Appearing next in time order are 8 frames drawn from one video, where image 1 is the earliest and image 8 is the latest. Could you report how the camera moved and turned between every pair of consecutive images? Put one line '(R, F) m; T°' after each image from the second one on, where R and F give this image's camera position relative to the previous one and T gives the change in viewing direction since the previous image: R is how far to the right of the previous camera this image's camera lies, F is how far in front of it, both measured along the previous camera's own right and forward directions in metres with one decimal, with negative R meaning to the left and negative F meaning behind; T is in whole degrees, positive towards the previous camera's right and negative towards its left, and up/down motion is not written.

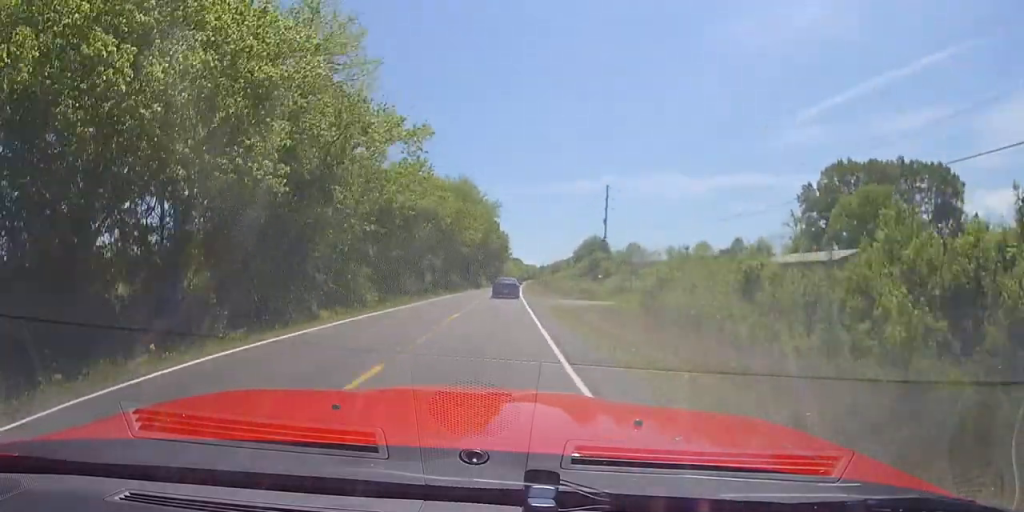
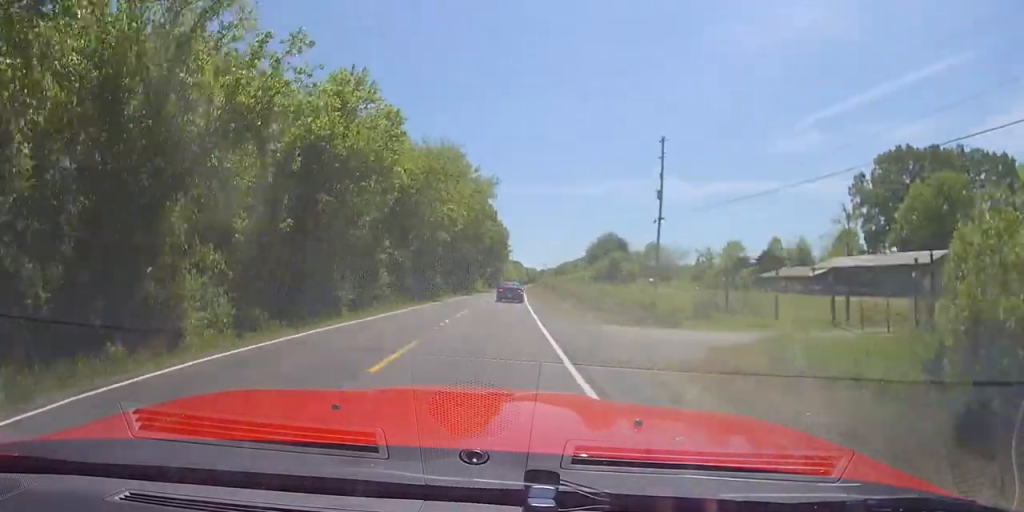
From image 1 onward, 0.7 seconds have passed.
(-0.5, +21.8) m; 0°
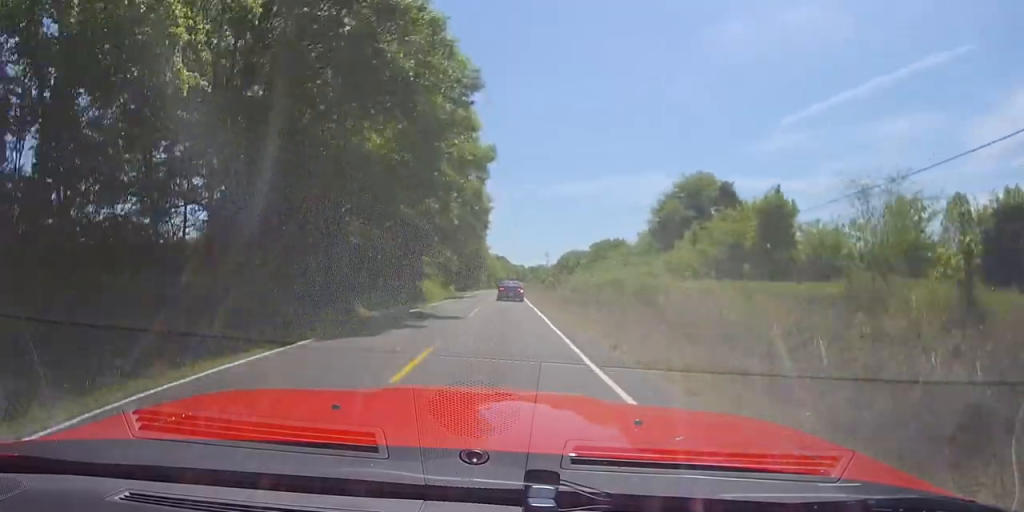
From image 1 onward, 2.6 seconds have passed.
(+1.9, +62.4) m; +2°
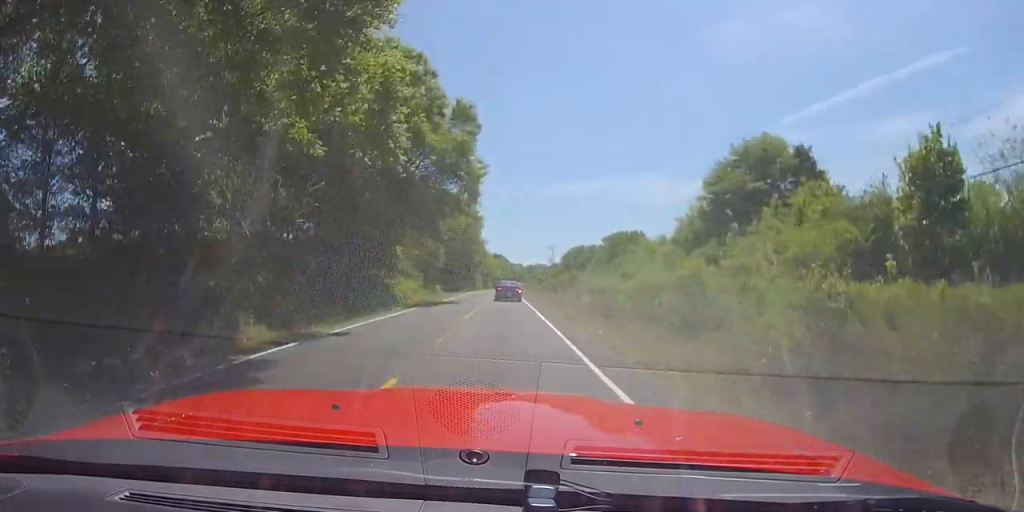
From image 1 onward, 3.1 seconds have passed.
(0.0, +15.4) m; 0°
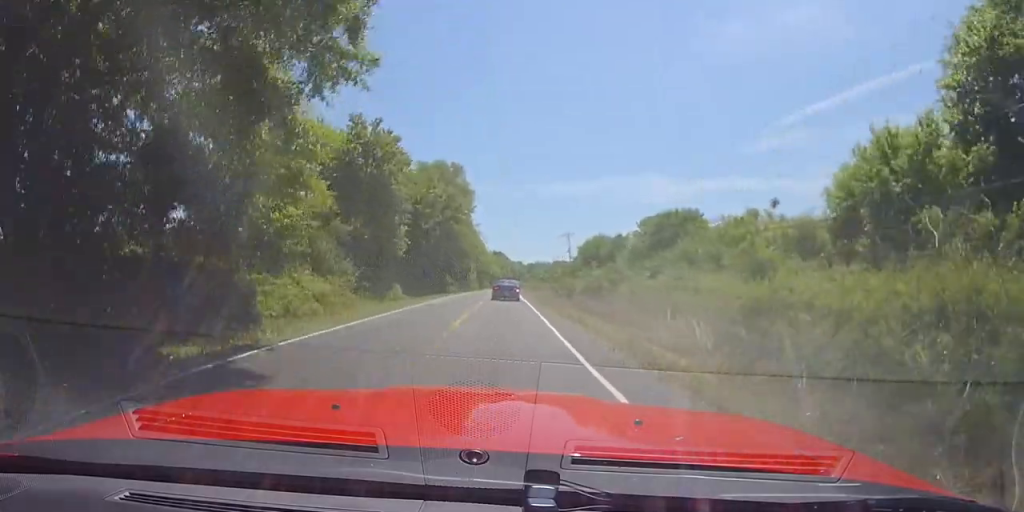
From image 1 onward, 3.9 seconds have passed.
(0.0, +27.0) m; 0°
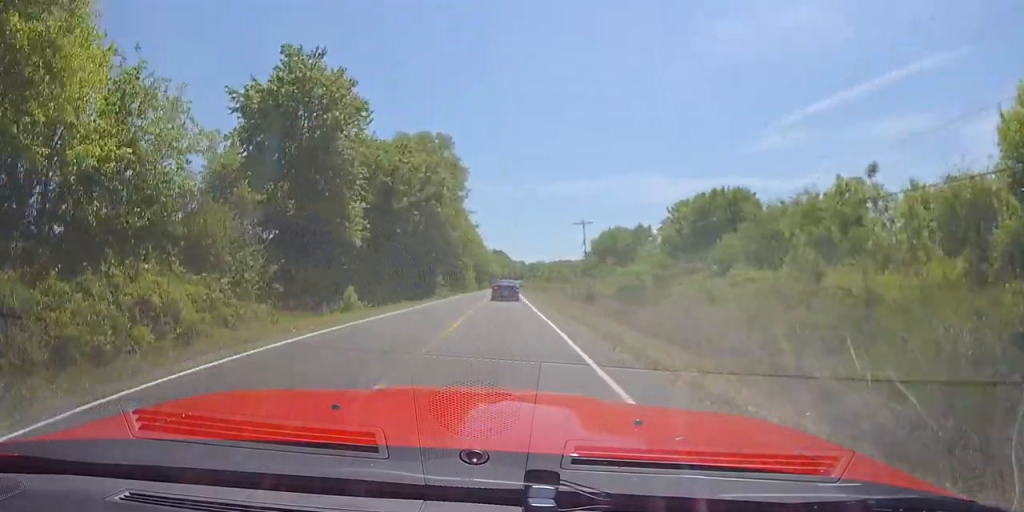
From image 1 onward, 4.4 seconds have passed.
(0.0, +13.8) m; 0°
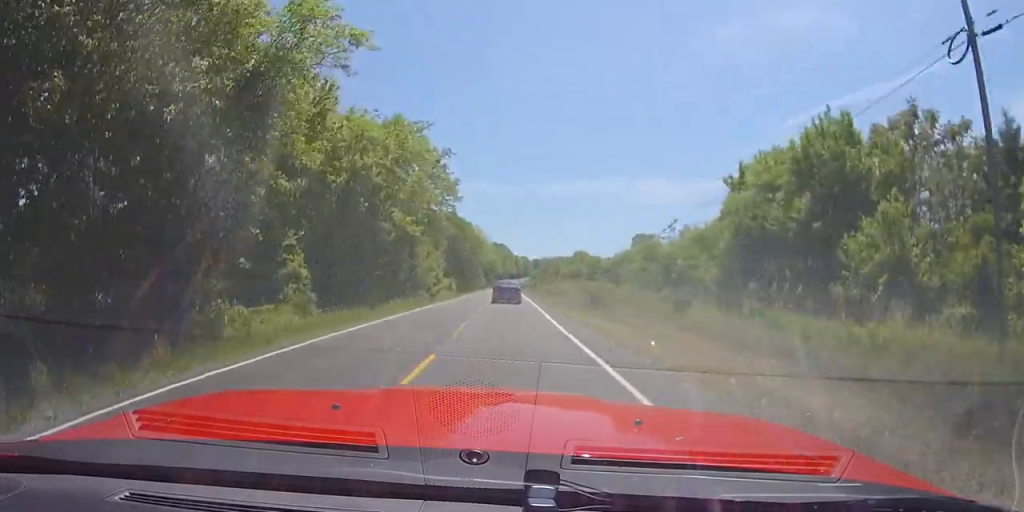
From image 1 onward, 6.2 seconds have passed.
(+0.2, +55.4) m; 0°
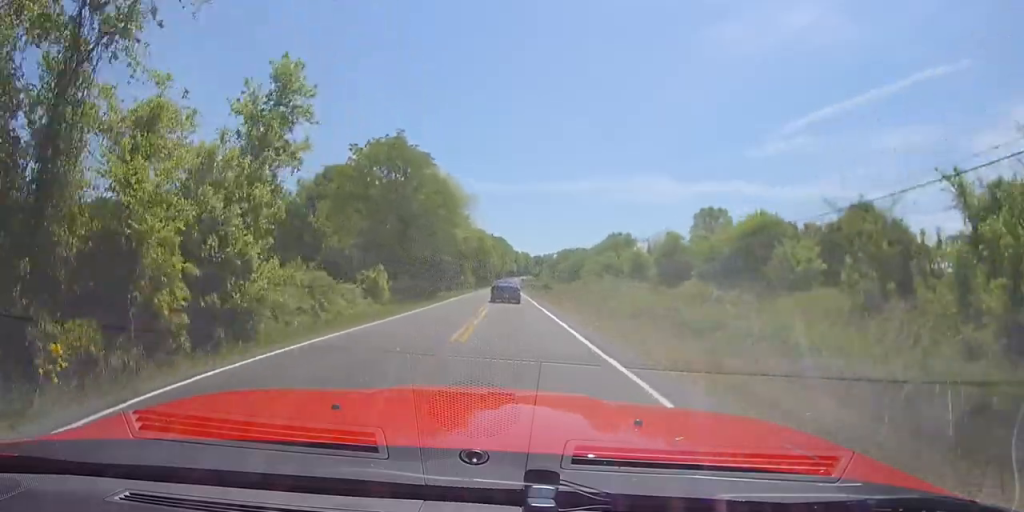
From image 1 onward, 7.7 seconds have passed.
(-0.3, +44.6) m; 0°
